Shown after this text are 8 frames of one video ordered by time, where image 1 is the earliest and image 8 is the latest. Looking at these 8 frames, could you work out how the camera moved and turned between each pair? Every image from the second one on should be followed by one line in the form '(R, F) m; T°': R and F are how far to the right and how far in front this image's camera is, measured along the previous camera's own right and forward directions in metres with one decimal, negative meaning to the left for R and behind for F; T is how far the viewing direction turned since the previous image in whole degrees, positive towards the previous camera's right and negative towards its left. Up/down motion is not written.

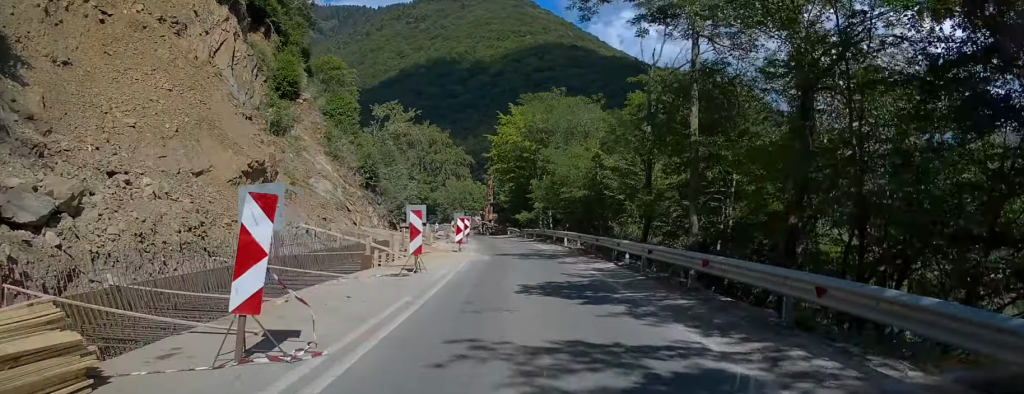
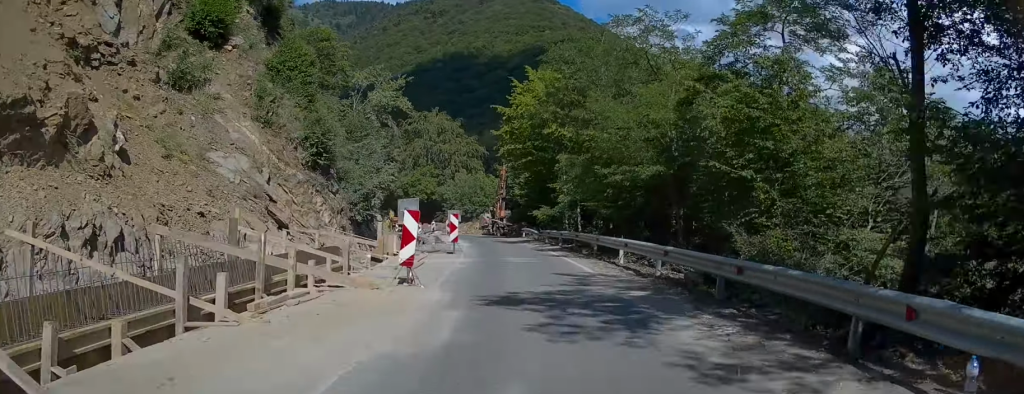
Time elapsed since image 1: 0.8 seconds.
(-0.2, +13.5) m; -1°
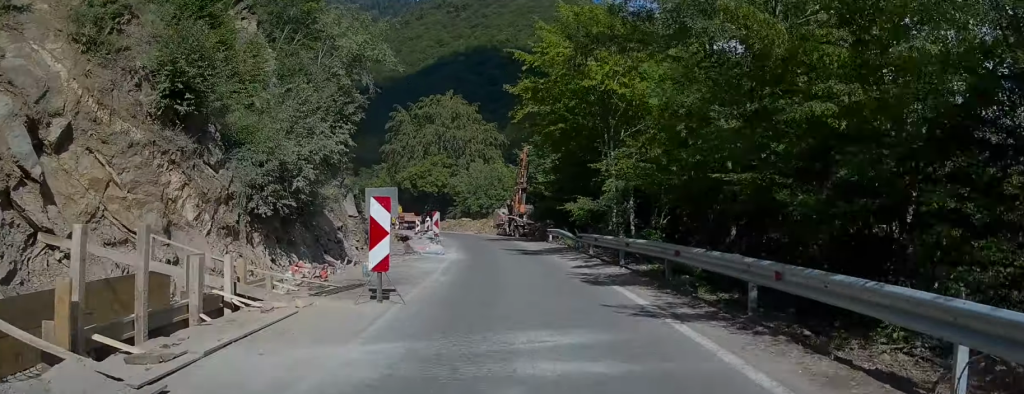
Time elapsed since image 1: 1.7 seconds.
(+0.1, +13.6) m; -1°
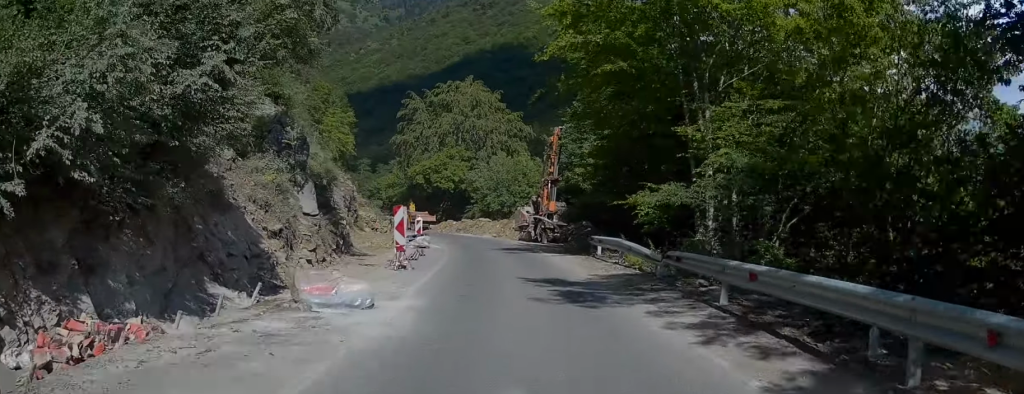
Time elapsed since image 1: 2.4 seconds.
(-0.1, +11.6) m; -3°
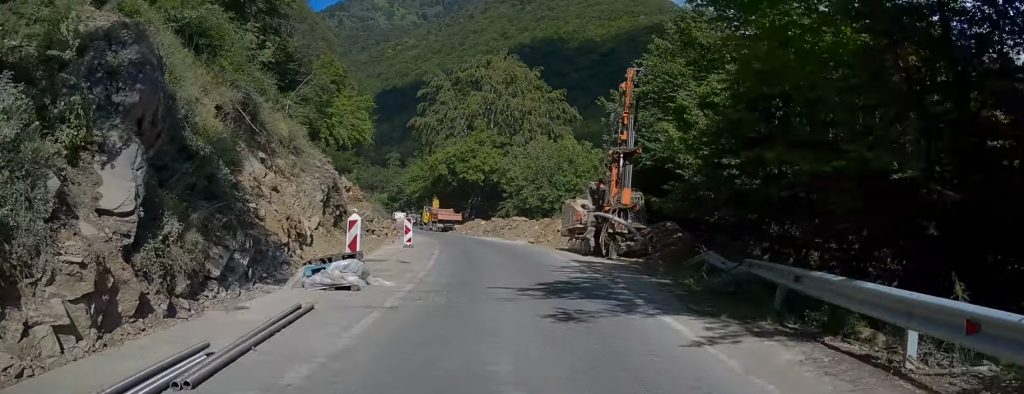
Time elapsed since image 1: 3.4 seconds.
(-0.9, +15.3) m; -5°
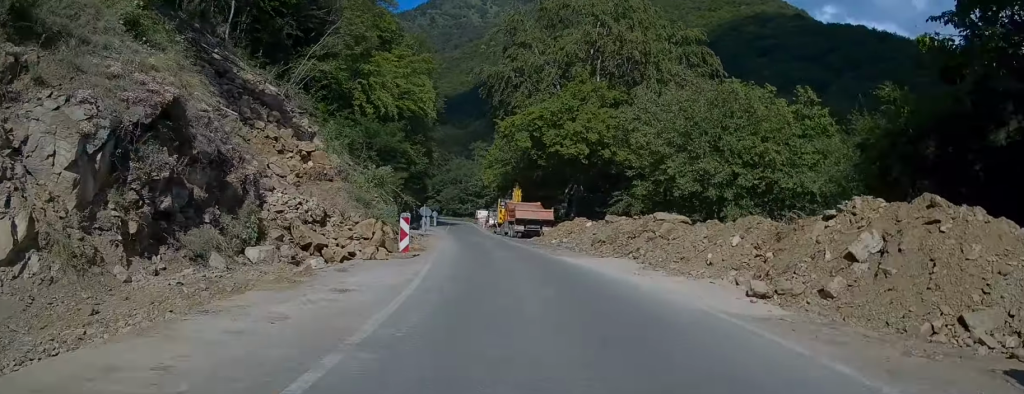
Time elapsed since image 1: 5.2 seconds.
(-1.7, +26.8) m; -8°
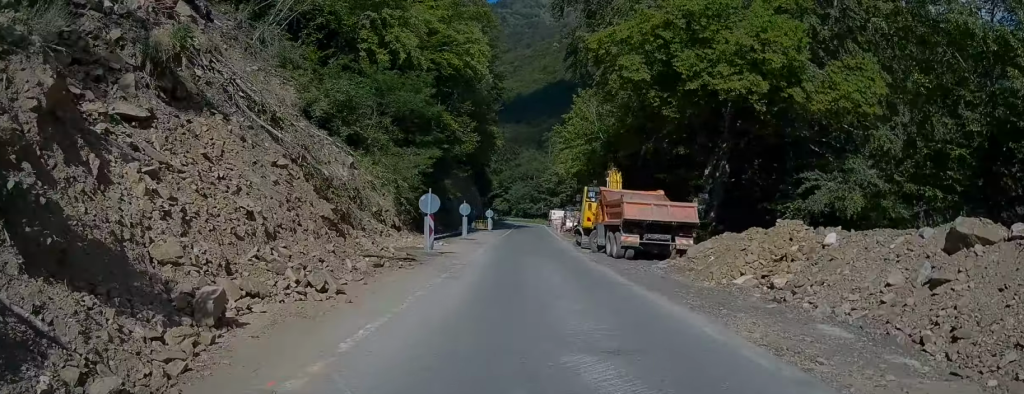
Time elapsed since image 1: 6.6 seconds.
(-1.7, +22.3) m; -8°
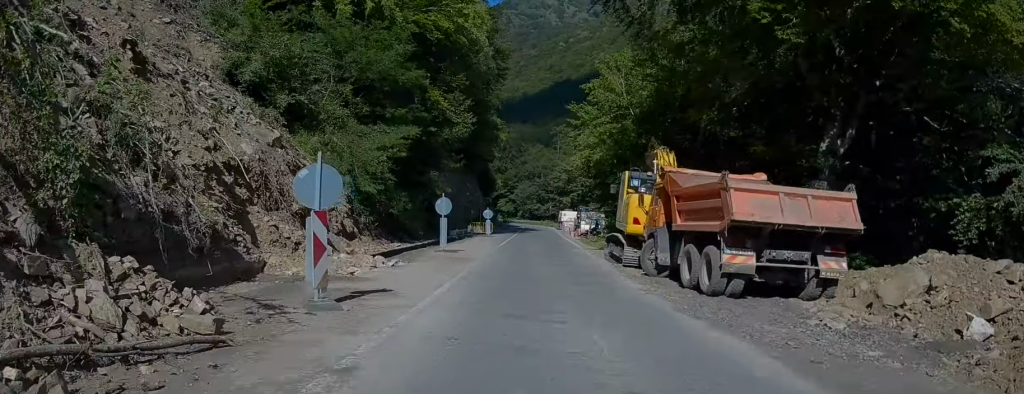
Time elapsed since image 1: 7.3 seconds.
(-0.5, +10.7) m; -1°
